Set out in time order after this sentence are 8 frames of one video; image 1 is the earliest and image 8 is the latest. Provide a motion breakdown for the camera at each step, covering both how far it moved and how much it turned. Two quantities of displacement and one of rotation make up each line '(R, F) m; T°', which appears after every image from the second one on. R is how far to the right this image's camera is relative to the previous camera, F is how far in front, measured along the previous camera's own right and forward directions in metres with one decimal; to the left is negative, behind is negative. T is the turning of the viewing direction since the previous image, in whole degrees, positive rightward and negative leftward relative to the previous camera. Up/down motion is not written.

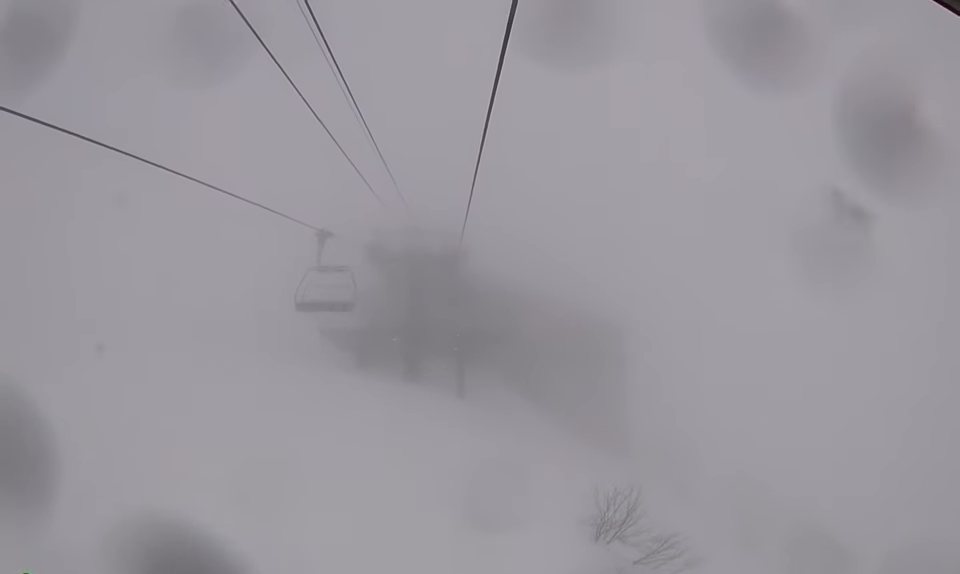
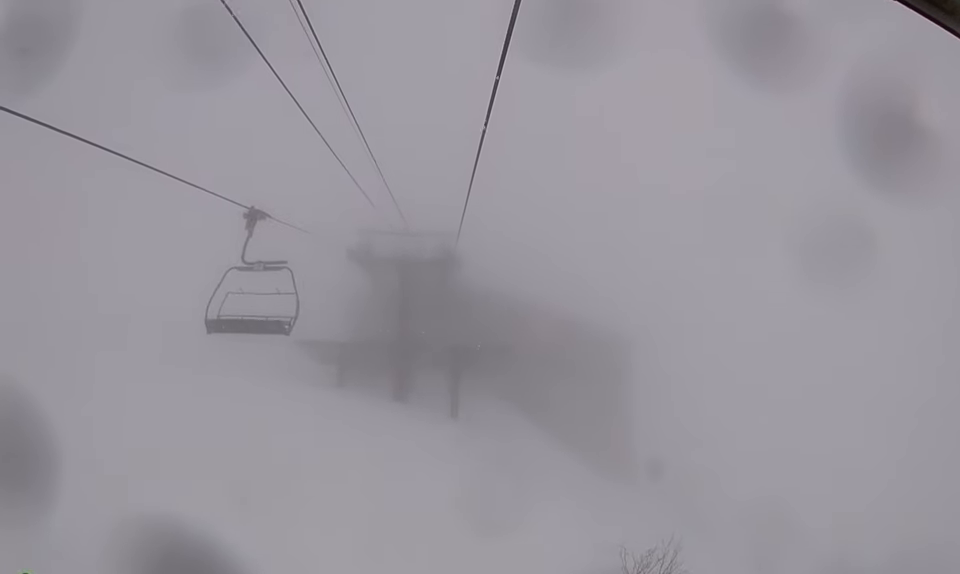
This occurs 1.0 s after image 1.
(0.0, +3.1) m; 0°
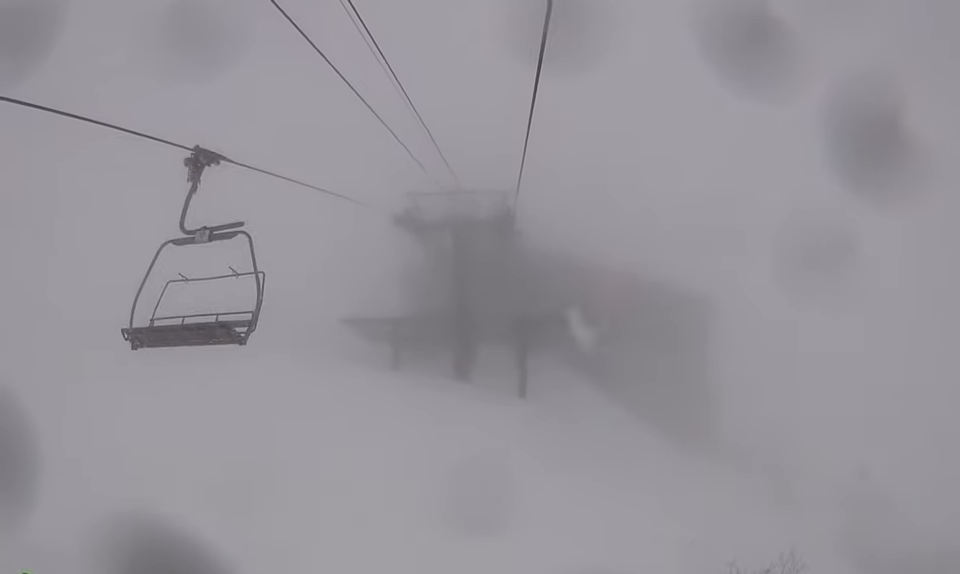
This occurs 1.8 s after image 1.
(0.0, +2.2) m; 0°
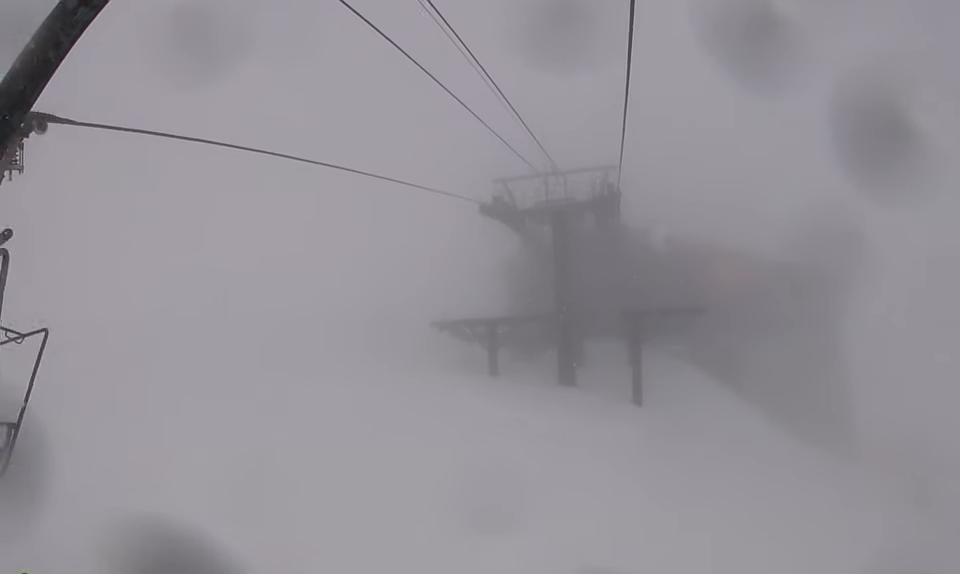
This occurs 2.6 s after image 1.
(0.0, +2.2) m; 0°
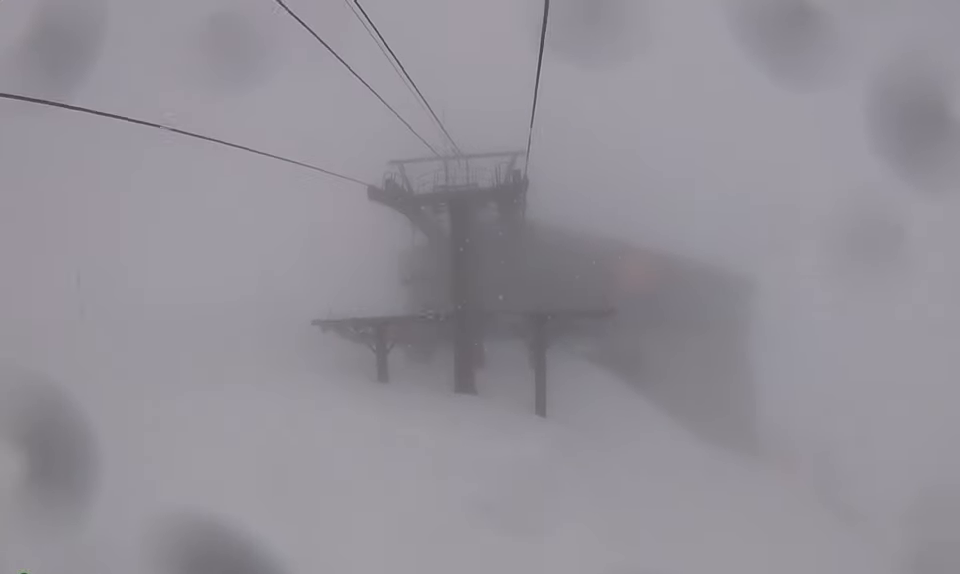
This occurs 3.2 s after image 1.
(0.0, +1.8) m; 0°
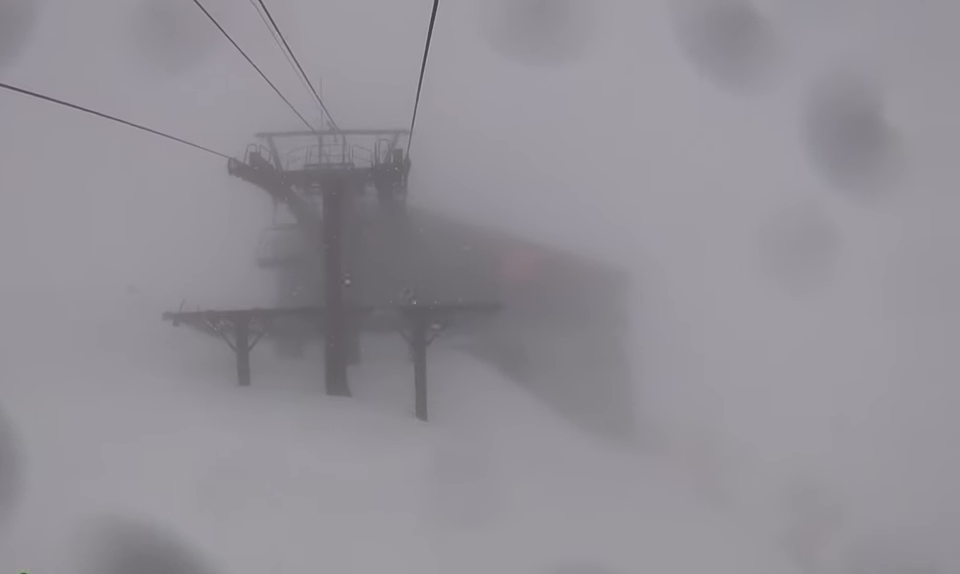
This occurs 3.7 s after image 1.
(0.0, +1.2) m; 0°
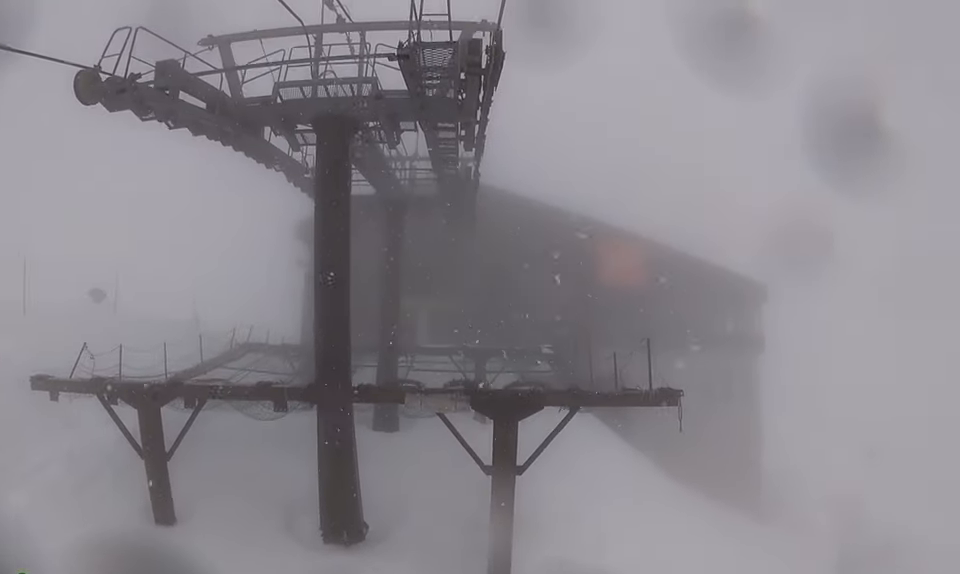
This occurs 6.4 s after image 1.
(0.0, +7.2) m; 0°
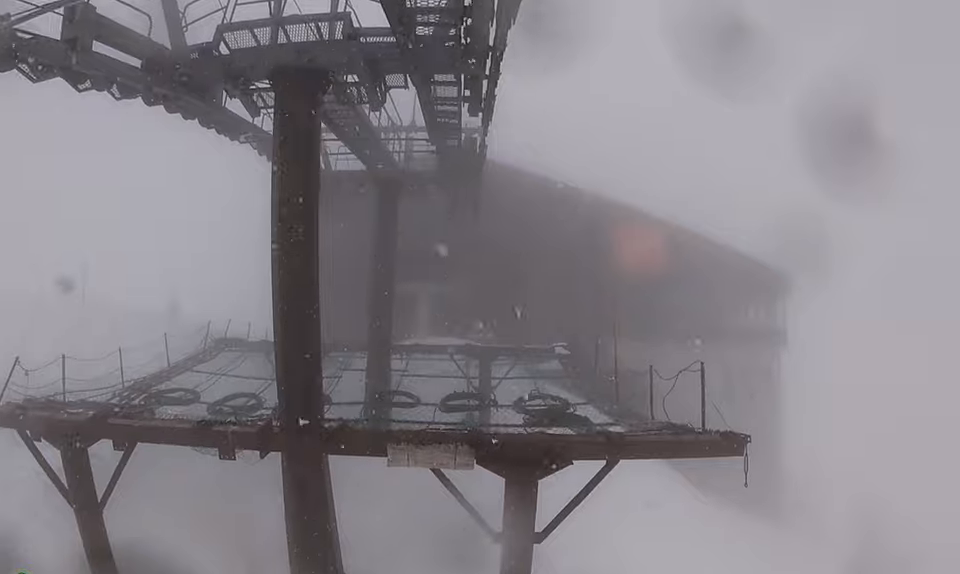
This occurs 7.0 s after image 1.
(0.0, +1.5) m; 0°
